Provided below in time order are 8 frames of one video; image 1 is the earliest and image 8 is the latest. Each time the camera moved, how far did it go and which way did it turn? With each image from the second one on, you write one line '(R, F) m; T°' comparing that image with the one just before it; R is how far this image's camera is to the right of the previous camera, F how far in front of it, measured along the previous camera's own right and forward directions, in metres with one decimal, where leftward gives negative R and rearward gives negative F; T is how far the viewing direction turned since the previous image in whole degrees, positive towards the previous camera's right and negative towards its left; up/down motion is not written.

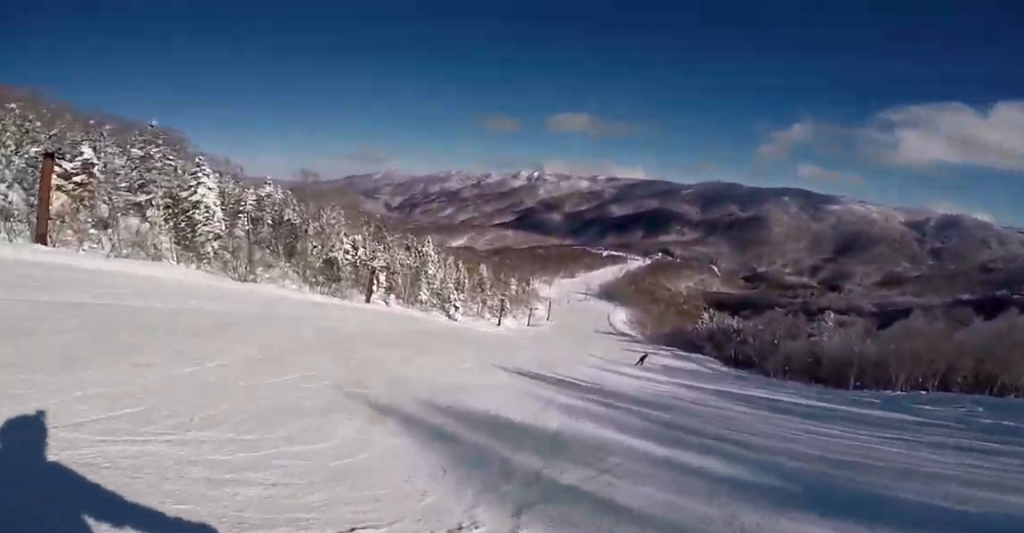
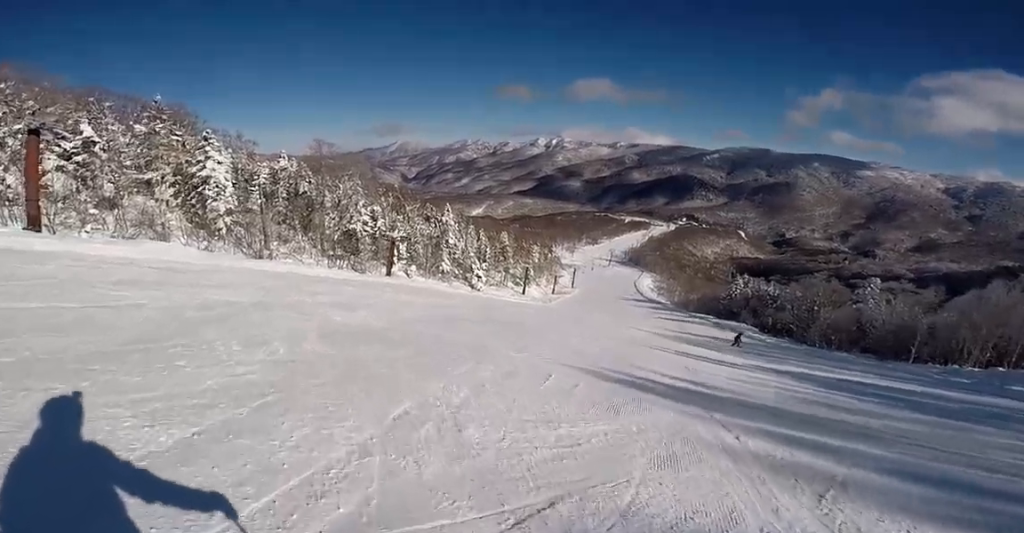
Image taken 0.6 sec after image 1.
(-0.4, +3.2) m; 0°
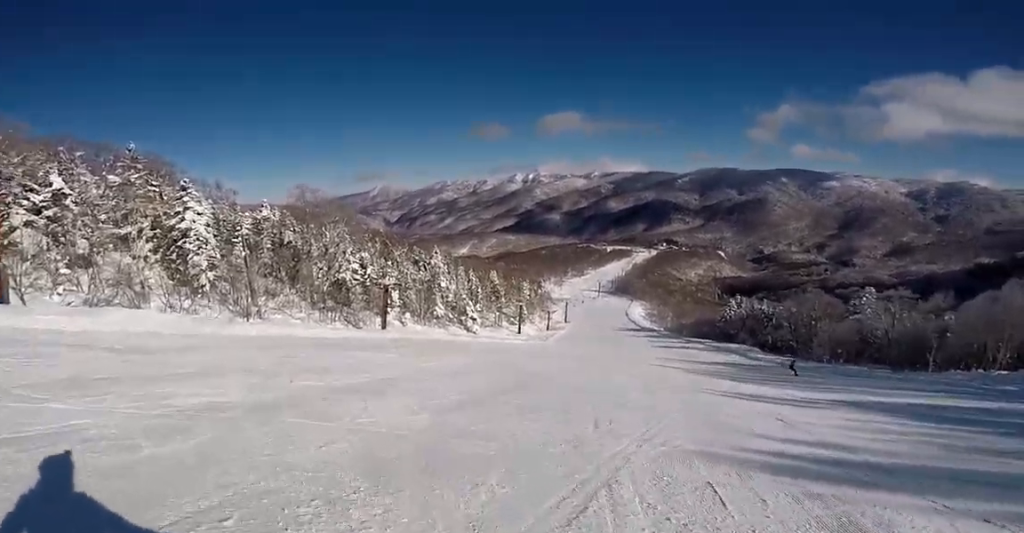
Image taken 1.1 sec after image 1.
(+0.5, +3.1) m; 0°
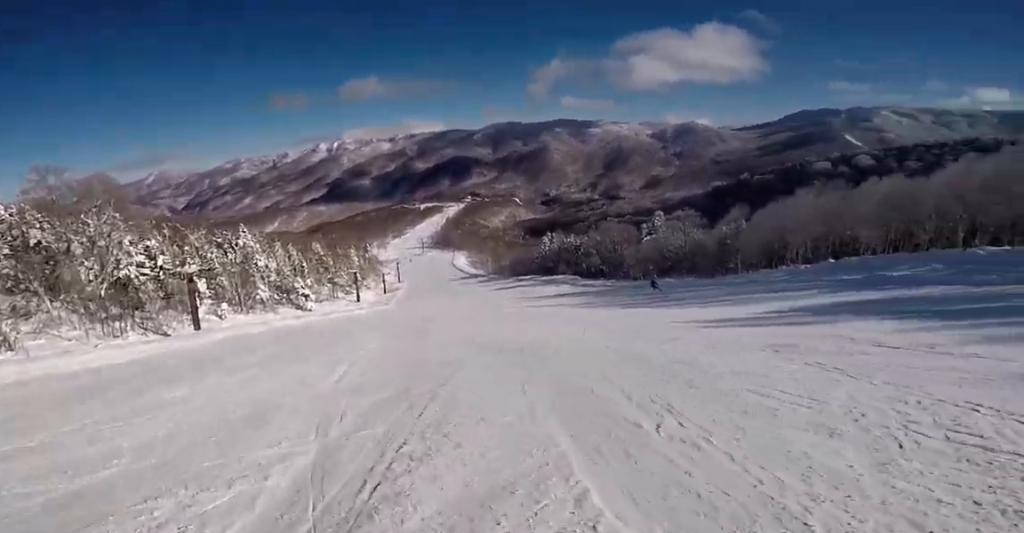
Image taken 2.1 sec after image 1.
(-0.1, +6.8) m; +16°
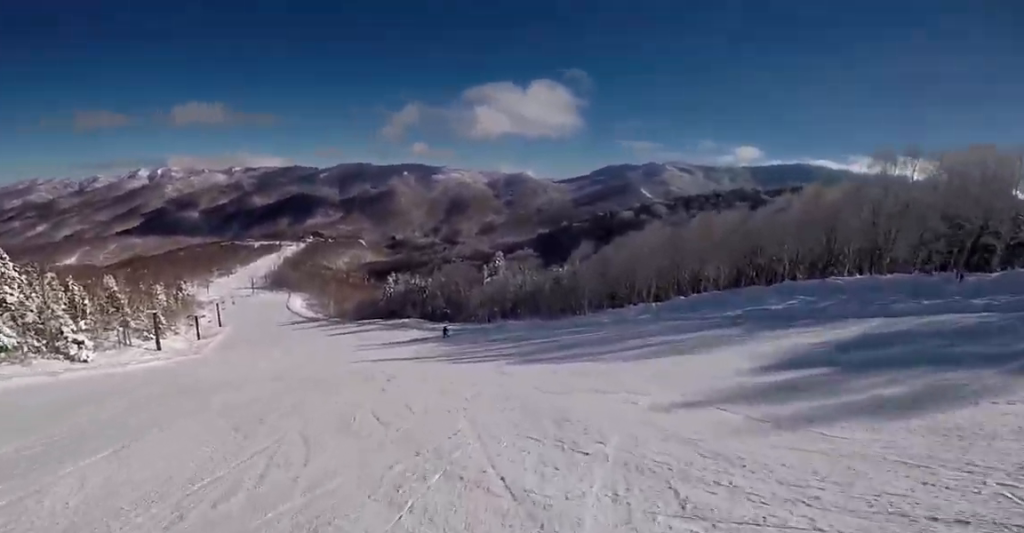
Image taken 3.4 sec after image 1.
(+3.1, +6.8) m; +28°
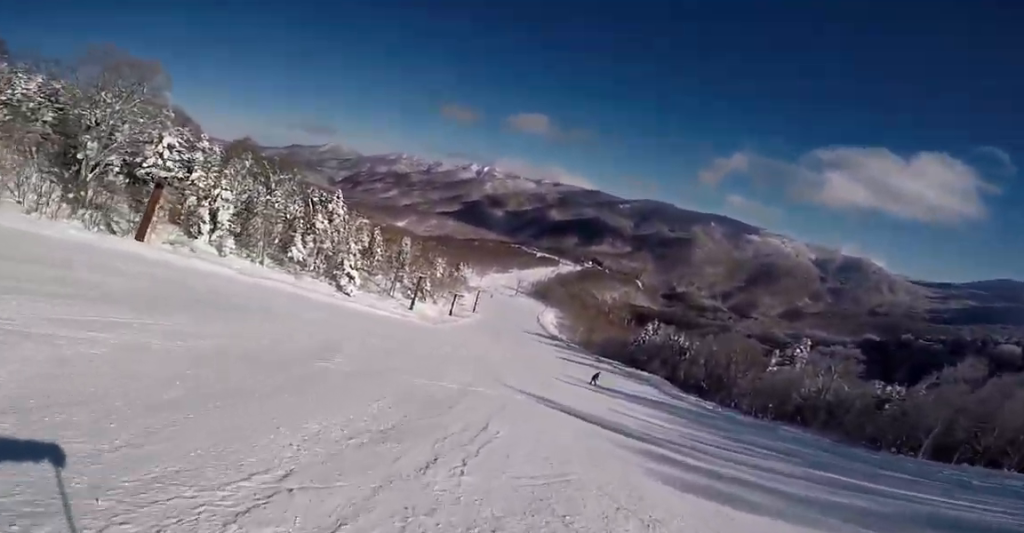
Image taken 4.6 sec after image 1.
(-1.6, +7.2) m; -33°
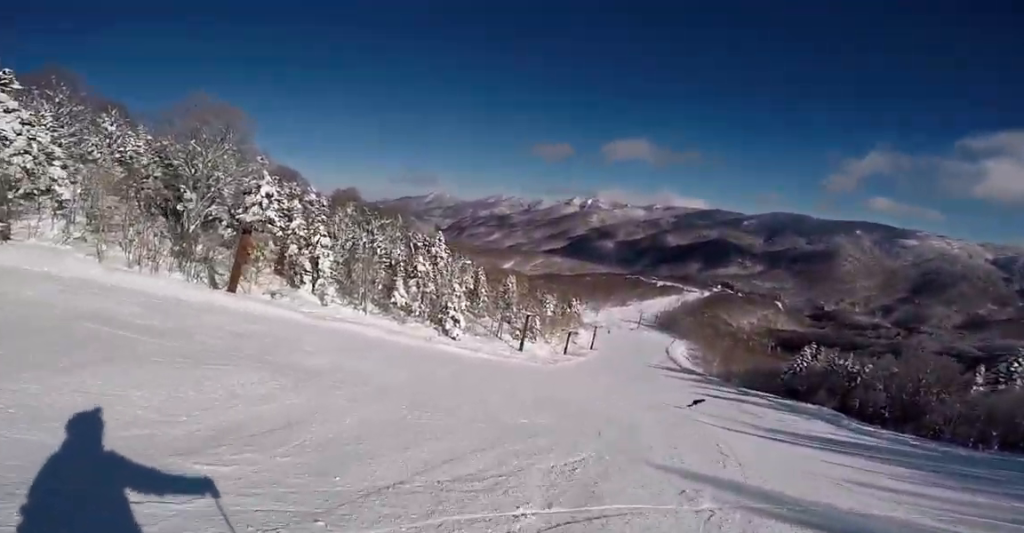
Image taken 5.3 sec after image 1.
(-1.6, +4.9) m; -13°
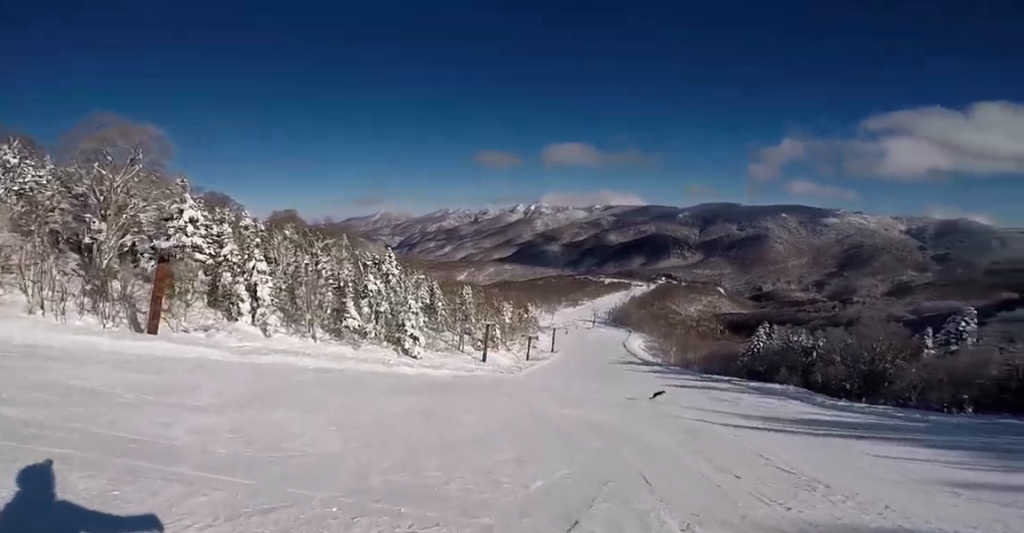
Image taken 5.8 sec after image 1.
(-0.2, +3.3) m; +4°
